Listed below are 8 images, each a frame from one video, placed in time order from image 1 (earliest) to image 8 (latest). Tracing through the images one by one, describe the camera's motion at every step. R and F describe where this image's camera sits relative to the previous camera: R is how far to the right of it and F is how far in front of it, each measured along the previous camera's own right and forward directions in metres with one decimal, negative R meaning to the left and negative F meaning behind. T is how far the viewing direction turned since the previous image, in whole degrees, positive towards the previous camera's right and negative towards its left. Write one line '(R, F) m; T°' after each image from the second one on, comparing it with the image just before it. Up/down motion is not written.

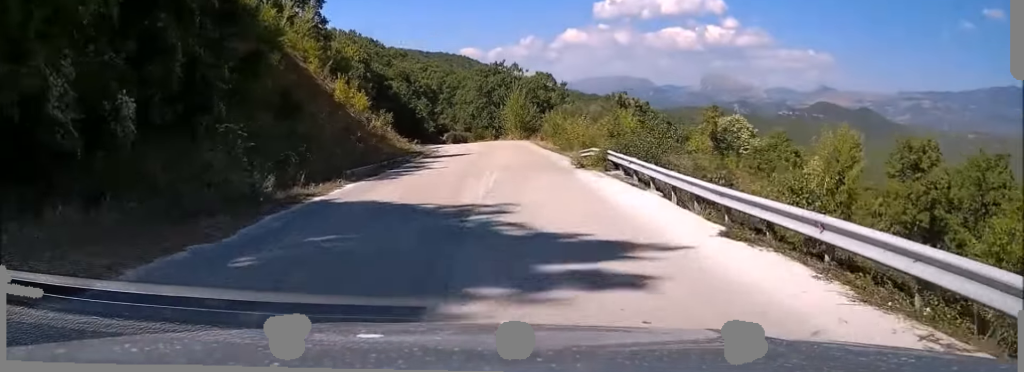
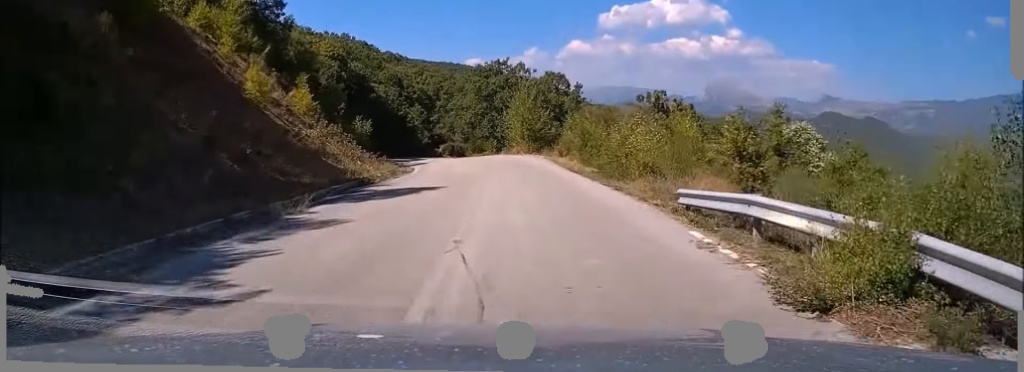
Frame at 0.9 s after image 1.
(-0.1, +18.2) m; 0°
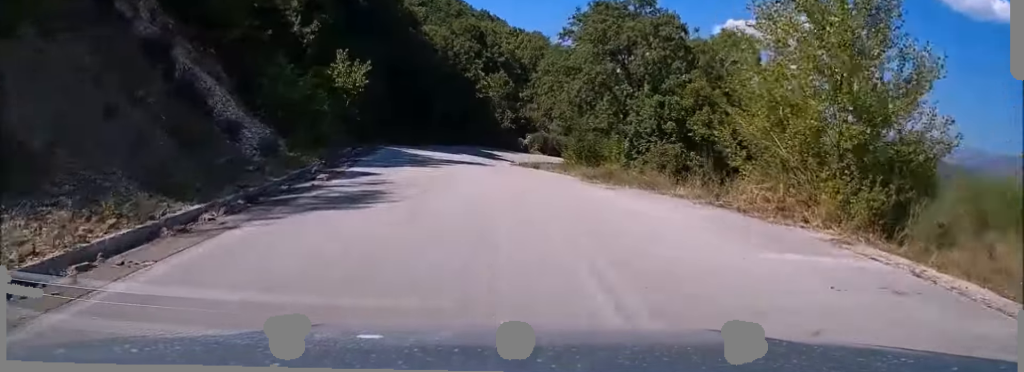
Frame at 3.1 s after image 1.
(-1.8, +43.7) m; -7°
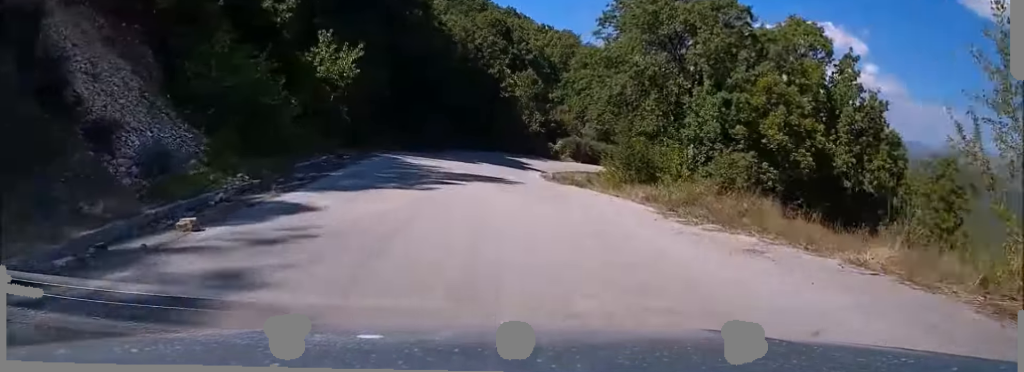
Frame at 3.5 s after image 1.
(-0.3, +9.2) m; -2°
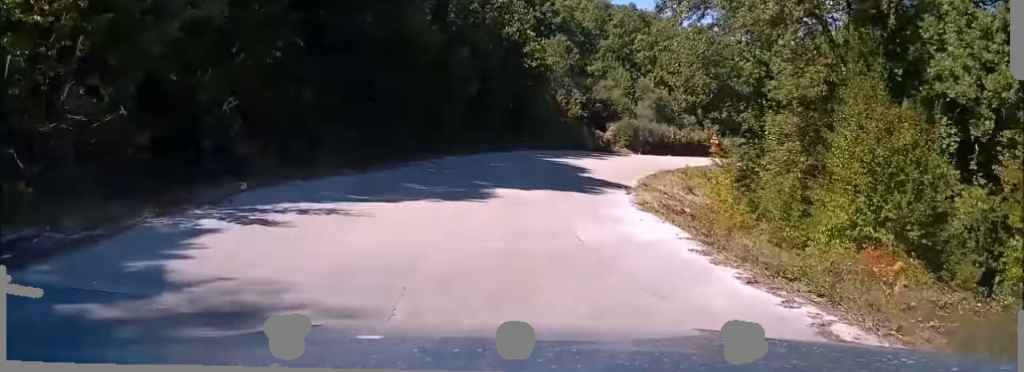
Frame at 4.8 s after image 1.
(-0.7, +22.8) m; -1°
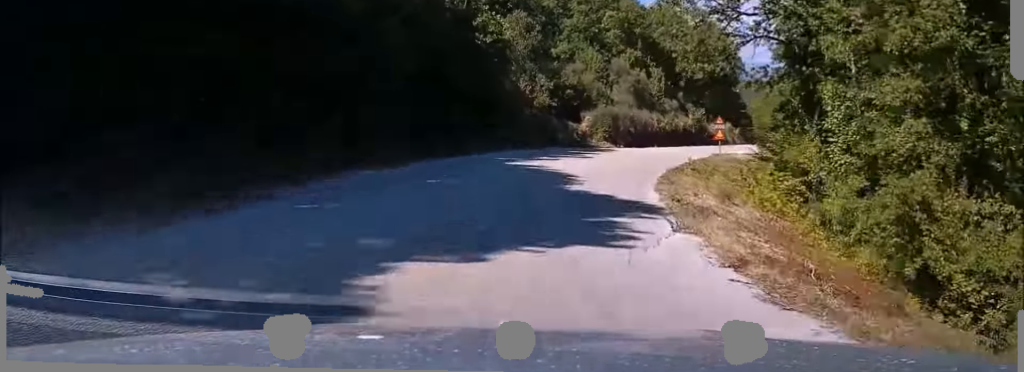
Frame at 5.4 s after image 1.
(+0.2, +9.7) m; +3°
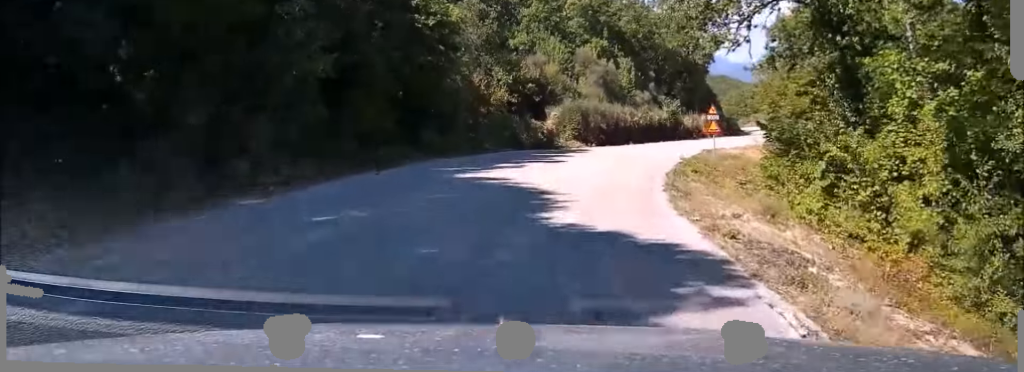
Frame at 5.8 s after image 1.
(-0.2, +6.9) m; +2°
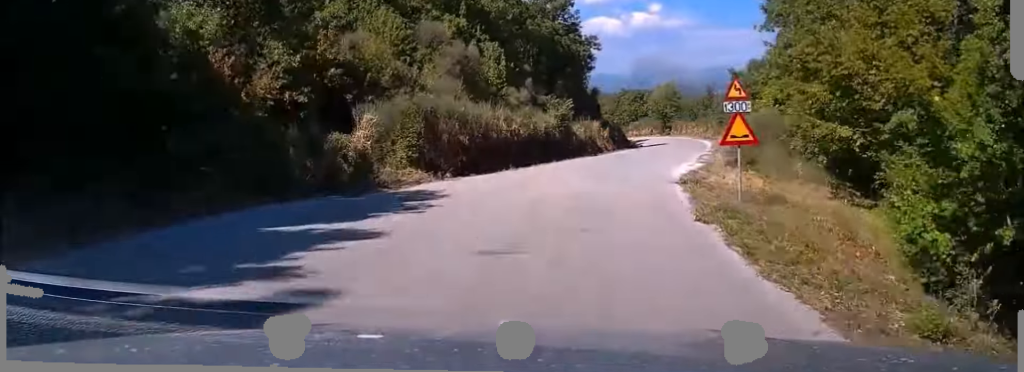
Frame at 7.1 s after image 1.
(+2.2, +19.6) m; +13°
